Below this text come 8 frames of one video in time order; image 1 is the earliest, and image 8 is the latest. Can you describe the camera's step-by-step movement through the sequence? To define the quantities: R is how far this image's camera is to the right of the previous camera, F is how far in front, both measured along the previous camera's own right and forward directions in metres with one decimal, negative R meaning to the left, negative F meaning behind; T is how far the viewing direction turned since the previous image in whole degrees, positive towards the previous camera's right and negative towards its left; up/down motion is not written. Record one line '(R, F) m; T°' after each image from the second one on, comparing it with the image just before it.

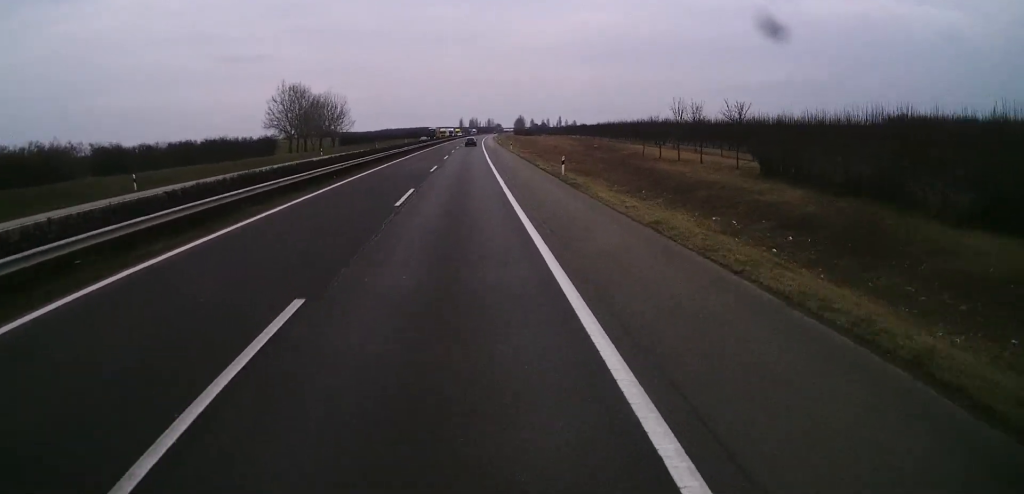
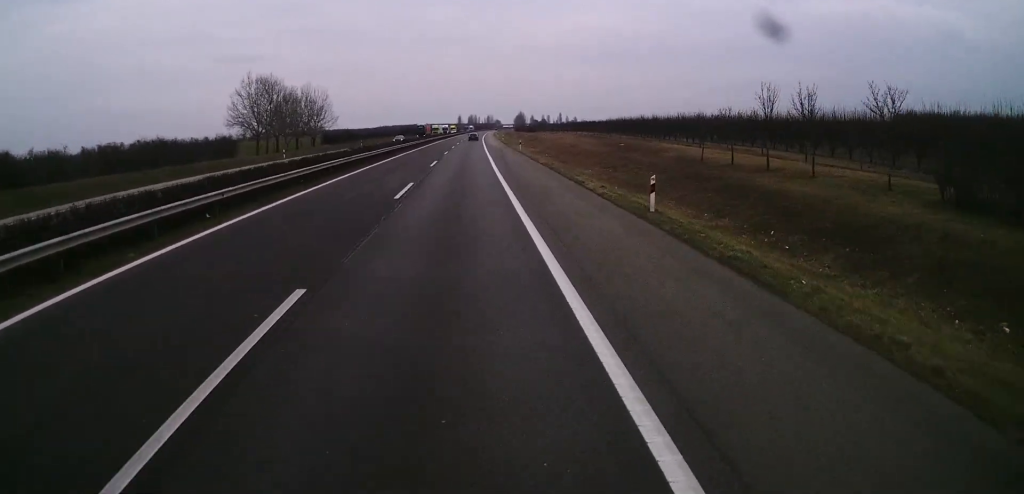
(-0.2, +17.6) m; 0°
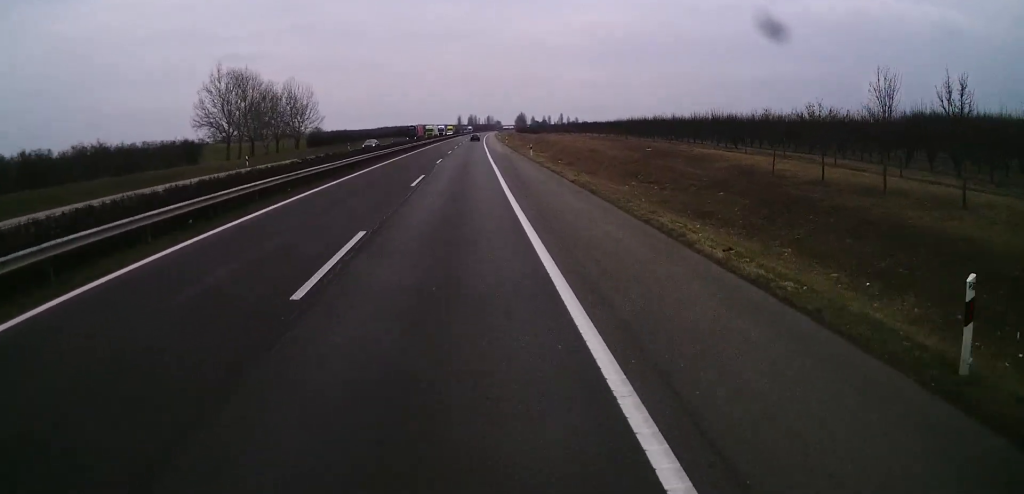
(0.0, +12.3) m; 0°
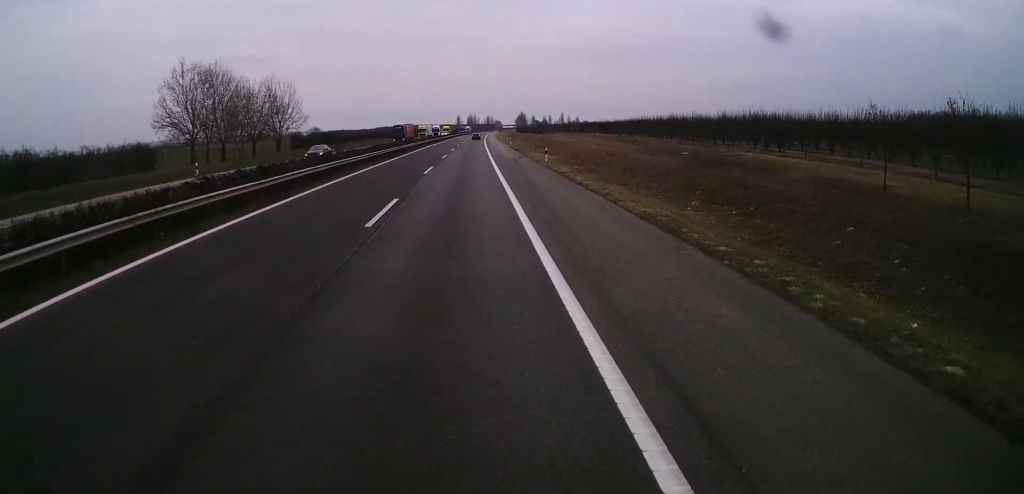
(0.0, +11.5) m; 0°
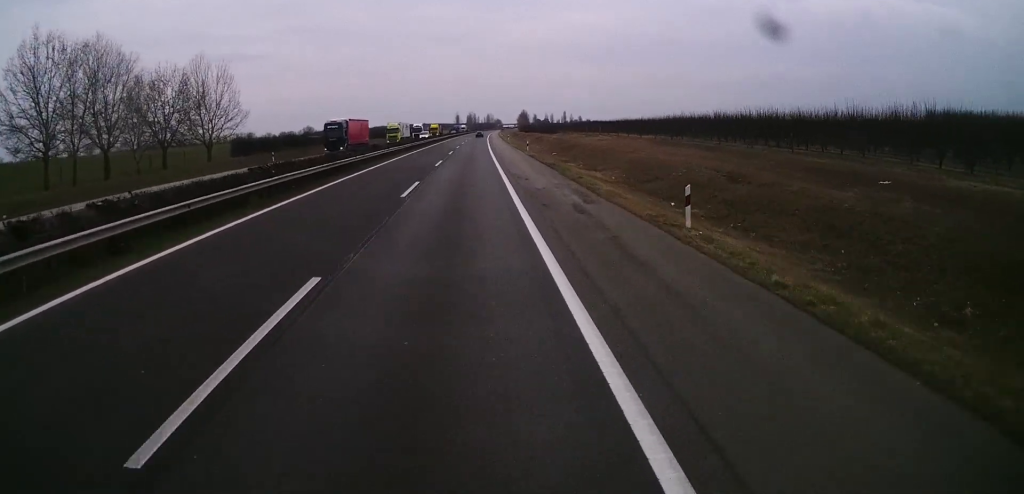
(+0.3, +29.1) m; +1°
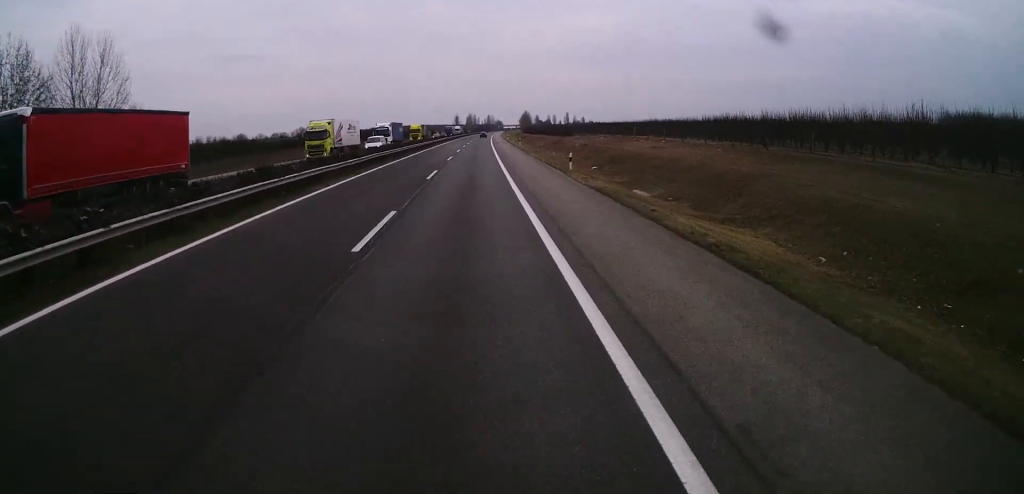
(-0.1, +27.6) m; 0°
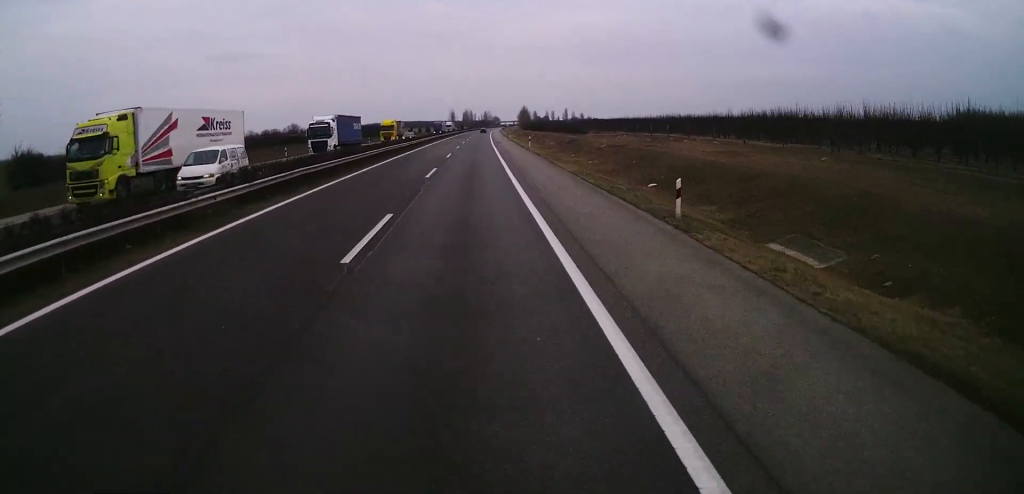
(-0.1, +19.2) m; +1°
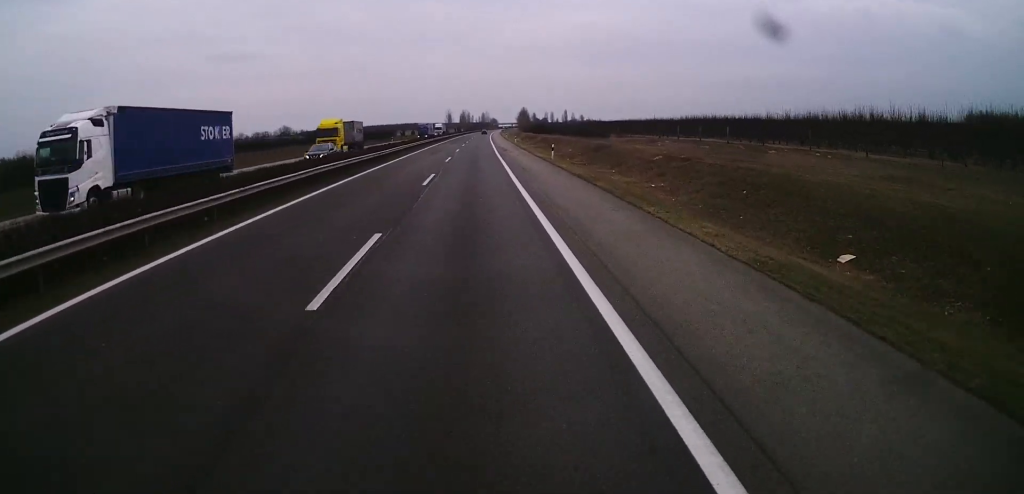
(+0.5, +20.8) m; 0°
